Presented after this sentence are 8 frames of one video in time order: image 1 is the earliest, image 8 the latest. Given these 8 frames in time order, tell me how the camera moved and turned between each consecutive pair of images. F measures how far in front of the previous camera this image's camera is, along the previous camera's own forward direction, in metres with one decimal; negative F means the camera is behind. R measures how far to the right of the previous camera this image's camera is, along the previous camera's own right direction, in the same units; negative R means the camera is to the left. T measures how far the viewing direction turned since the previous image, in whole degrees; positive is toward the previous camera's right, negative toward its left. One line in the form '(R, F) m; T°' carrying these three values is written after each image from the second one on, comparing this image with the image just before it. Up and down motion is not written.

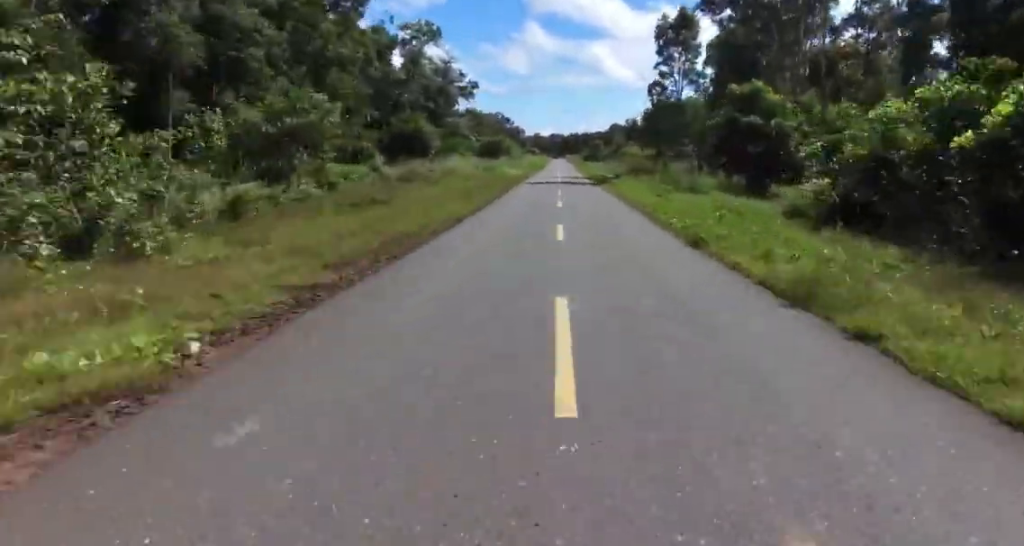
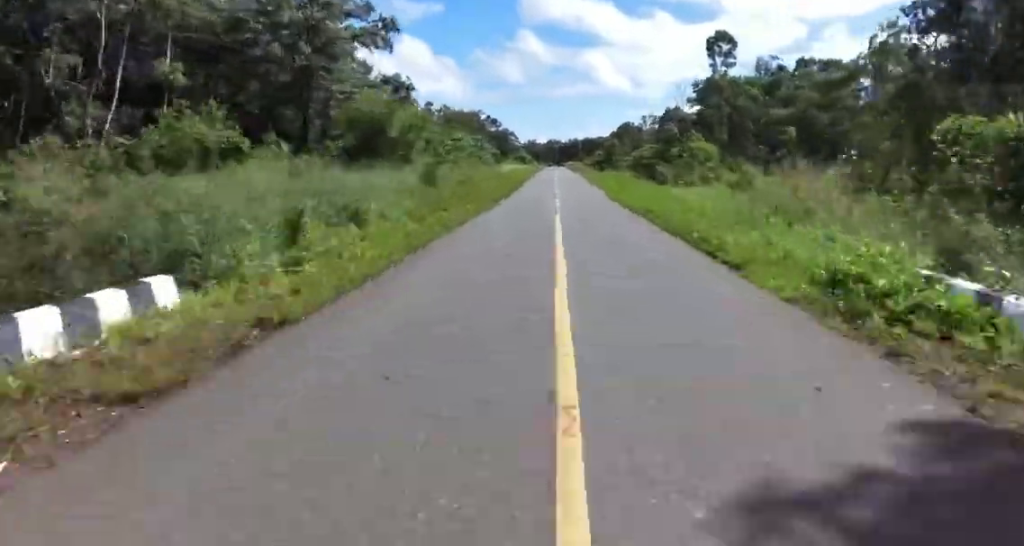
(-2.8, +53.8) m; -3°
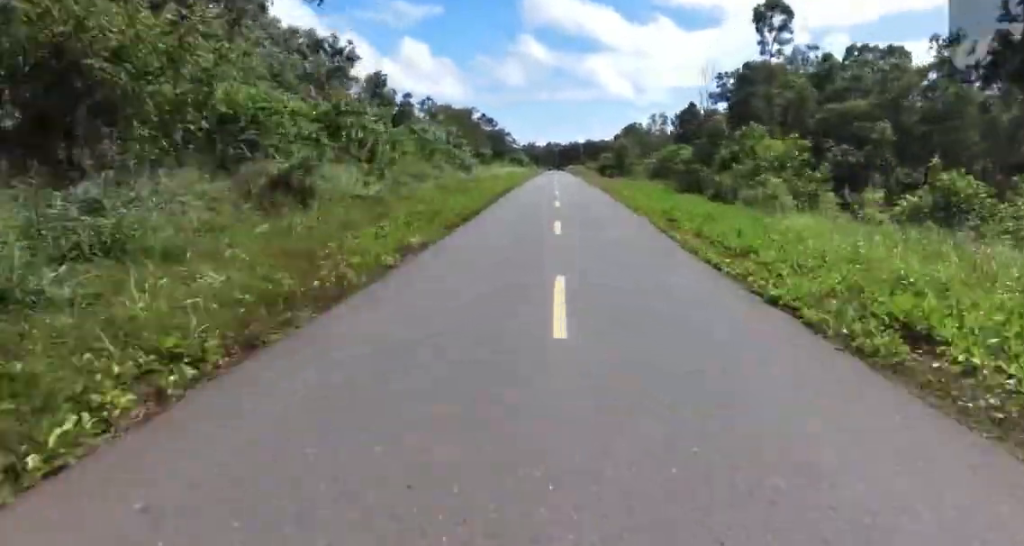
(+0.1, +16.7) m; +1°
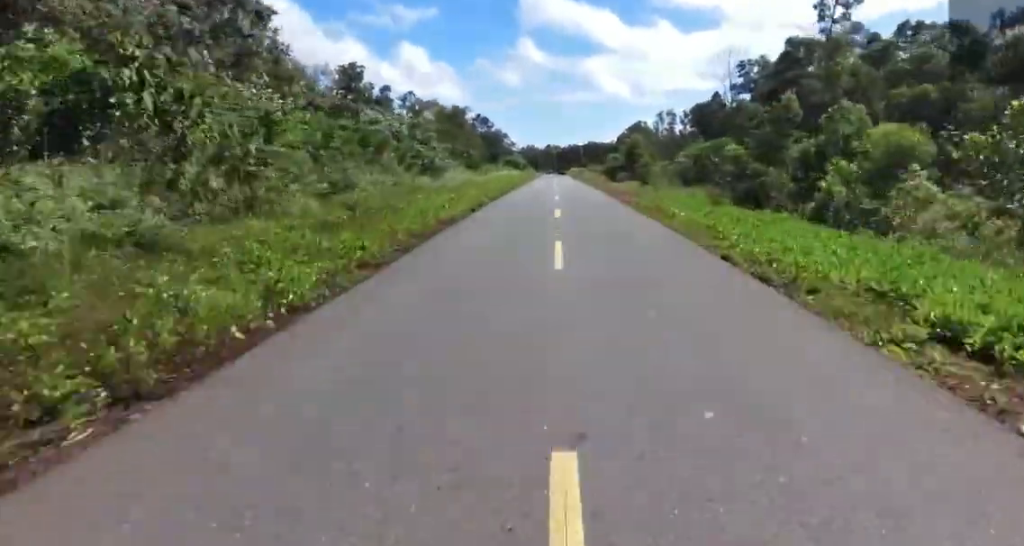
(-0.1, +13.9) m; +1°
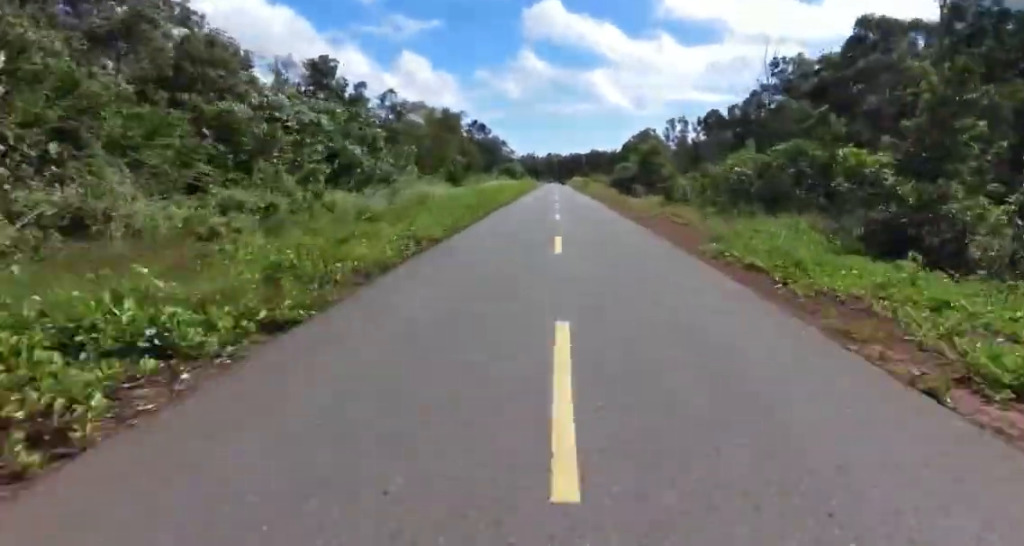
(+0.3, +13.8) m; +1°
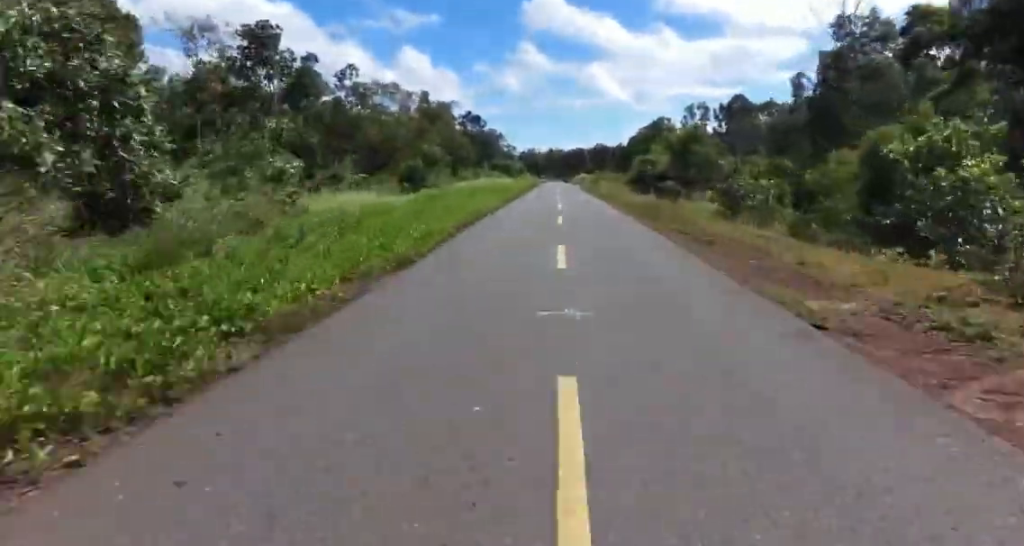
(+0.2, +18.7) m; +1°
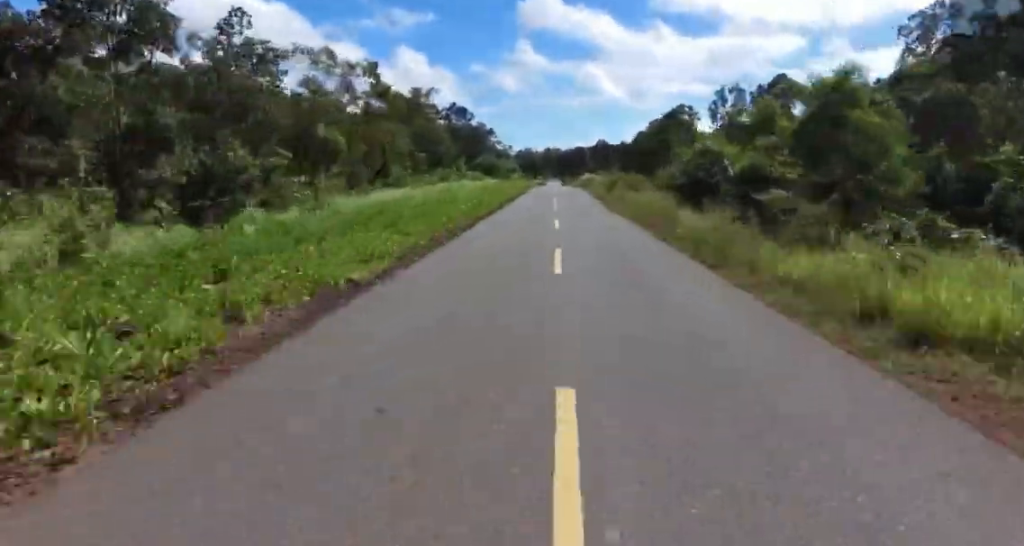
(-0.1, +25.6) m; +1°
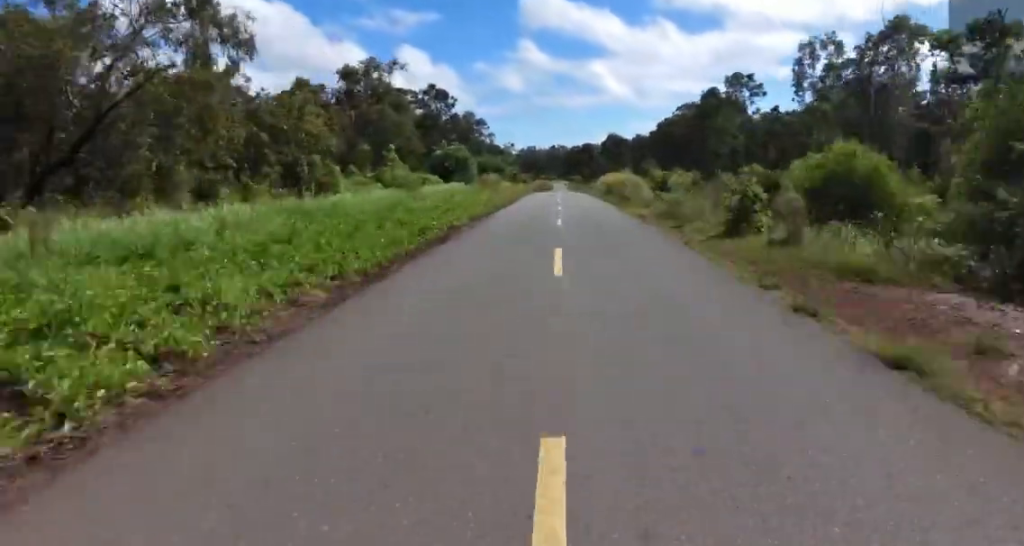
(+0.5, +34.9) m; -1°
